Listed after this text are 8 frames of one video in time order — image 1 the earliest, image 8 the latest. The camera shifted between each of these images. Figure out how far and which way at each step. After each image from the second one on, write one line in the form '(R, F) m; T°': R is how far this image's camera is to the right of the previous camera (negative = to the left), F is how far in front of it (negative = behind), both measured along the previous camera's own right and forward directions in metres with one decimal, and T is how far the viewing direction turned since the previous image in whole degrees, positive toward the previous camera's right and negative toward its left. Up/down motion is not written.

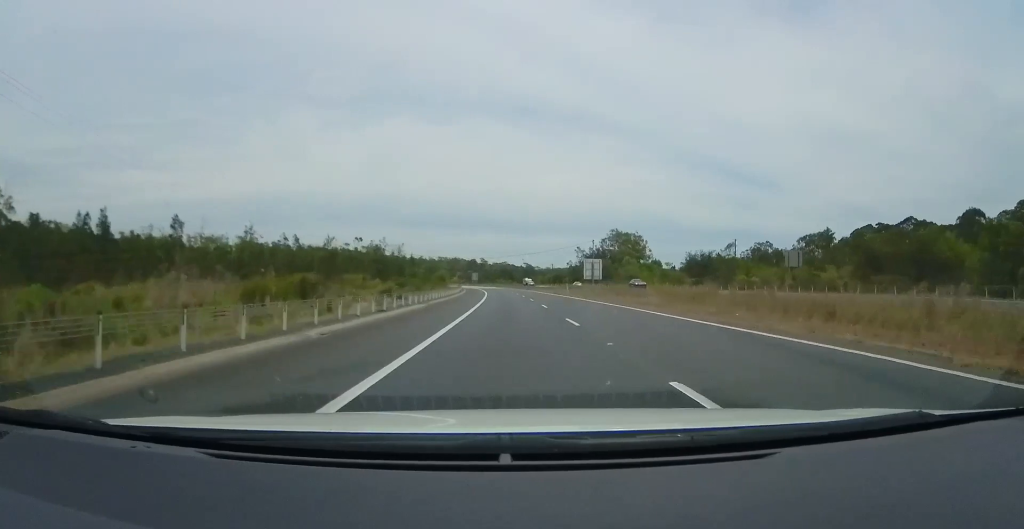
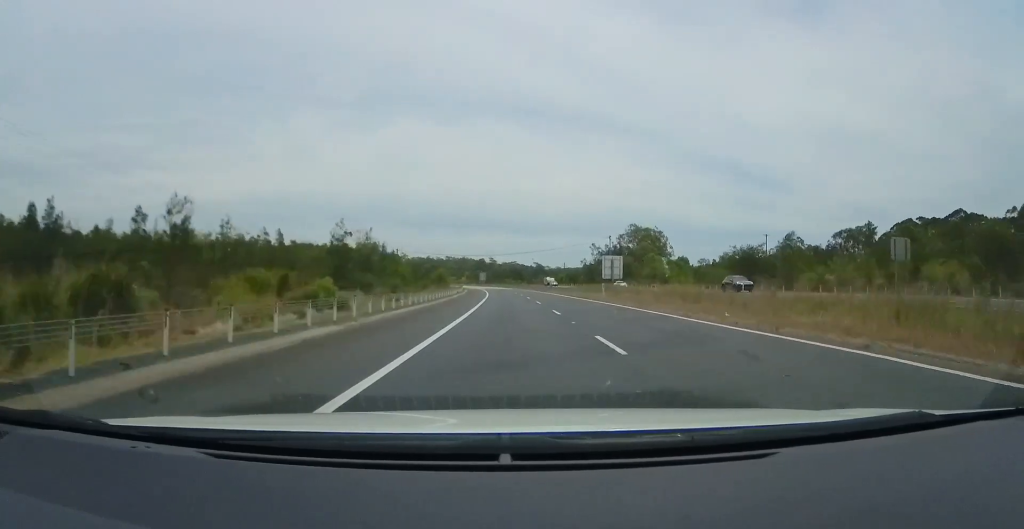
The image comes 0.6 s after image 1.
(+0.1, +18.0) m; -2°
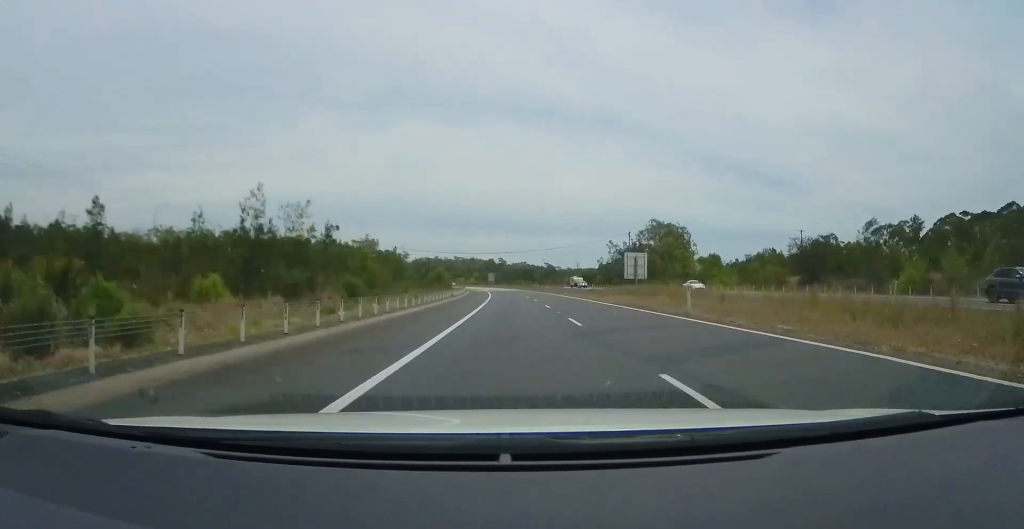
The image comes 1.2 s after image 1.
(-0.6, +16.9) m; -1°
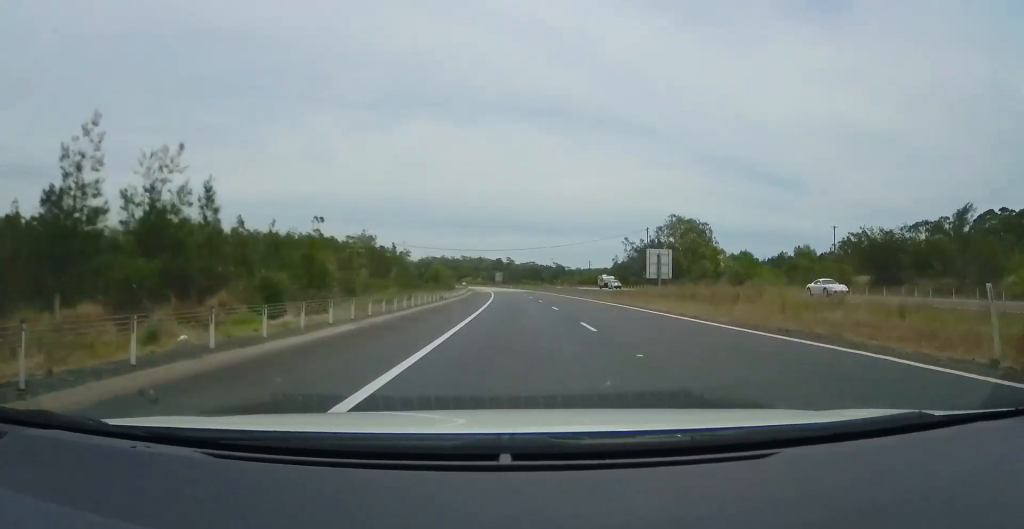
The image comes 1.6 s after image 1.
(-0.2, +14.5) m; -1°
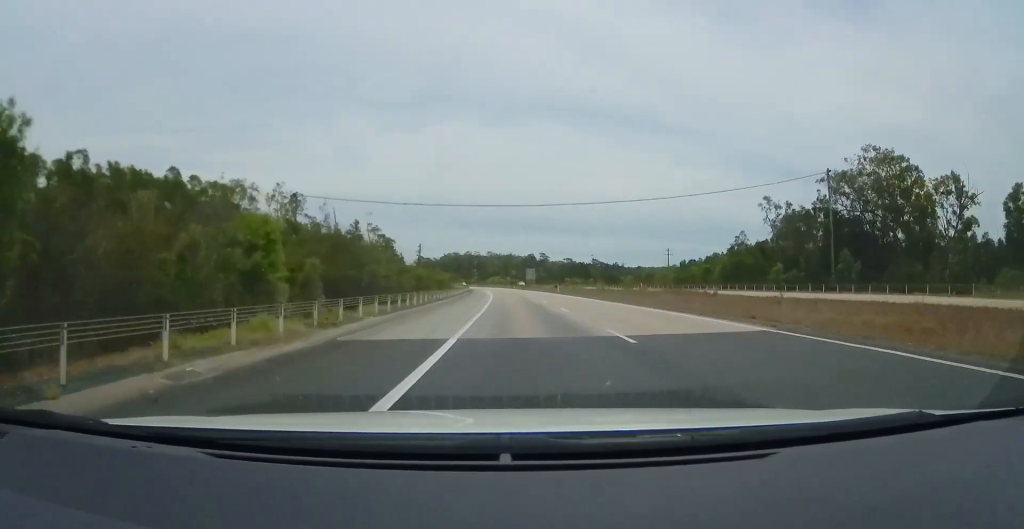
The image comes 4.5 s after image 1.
(0.0, +86.4) m; -2°
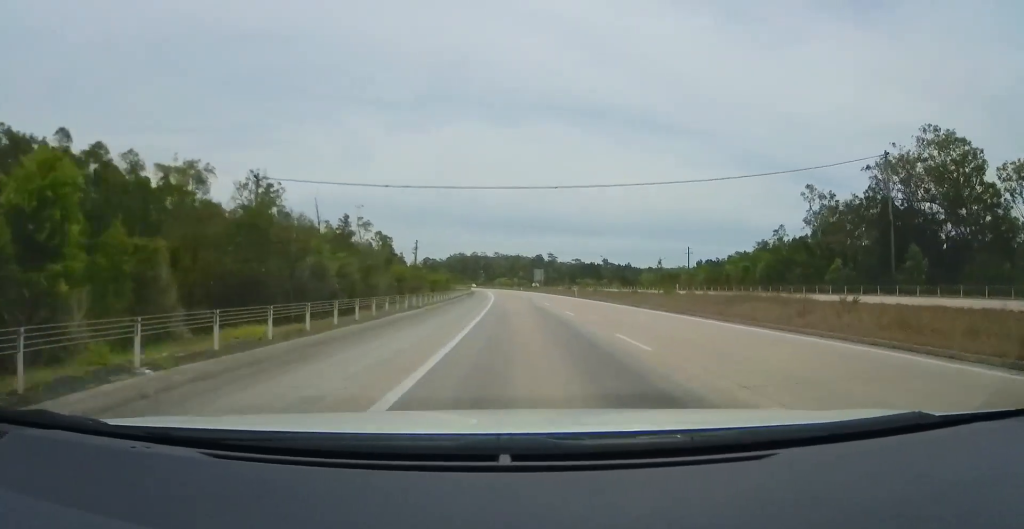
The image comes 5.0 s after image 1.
(0.0, +13.2) m; 0°
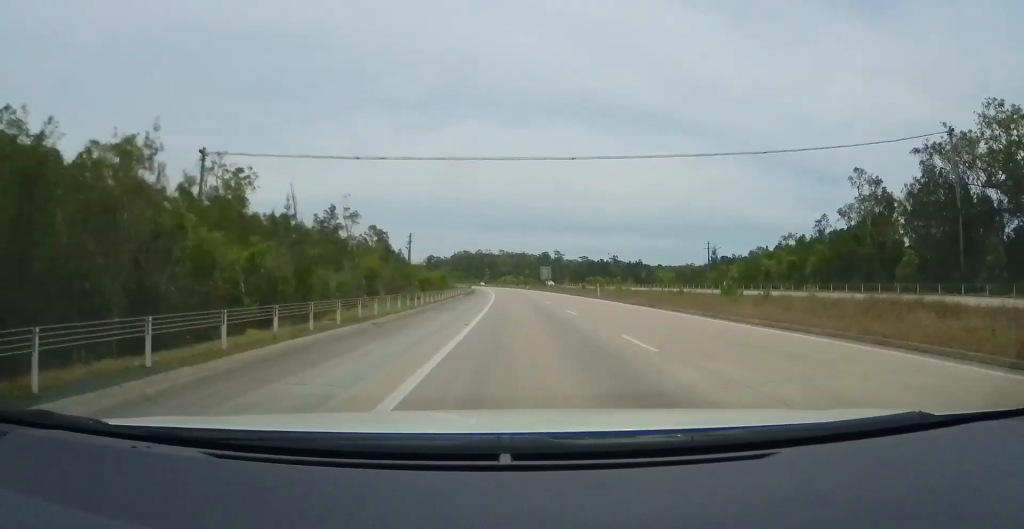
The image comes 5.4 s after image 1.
(0.0, +12.0) m; 0°
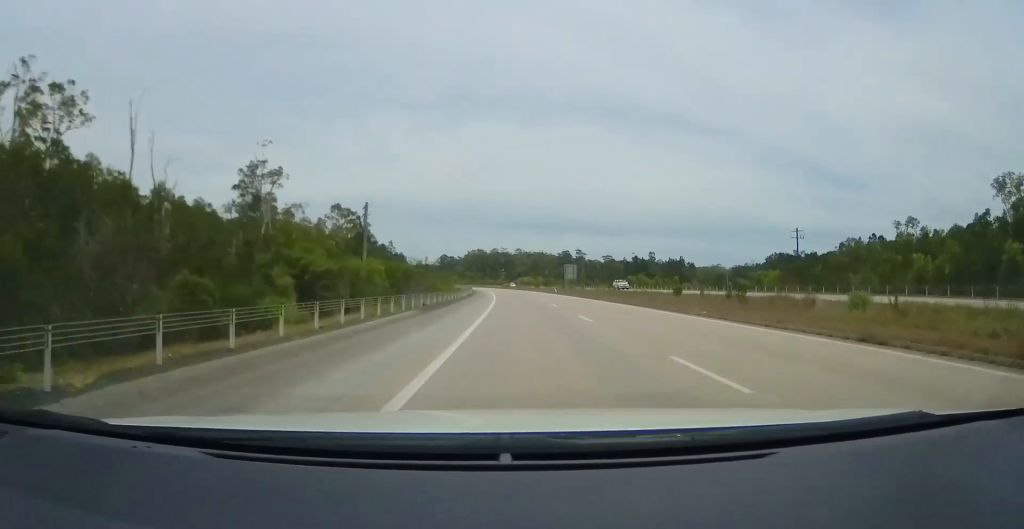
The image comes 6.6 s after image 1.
(-0.1, +38.6) m; -2°
